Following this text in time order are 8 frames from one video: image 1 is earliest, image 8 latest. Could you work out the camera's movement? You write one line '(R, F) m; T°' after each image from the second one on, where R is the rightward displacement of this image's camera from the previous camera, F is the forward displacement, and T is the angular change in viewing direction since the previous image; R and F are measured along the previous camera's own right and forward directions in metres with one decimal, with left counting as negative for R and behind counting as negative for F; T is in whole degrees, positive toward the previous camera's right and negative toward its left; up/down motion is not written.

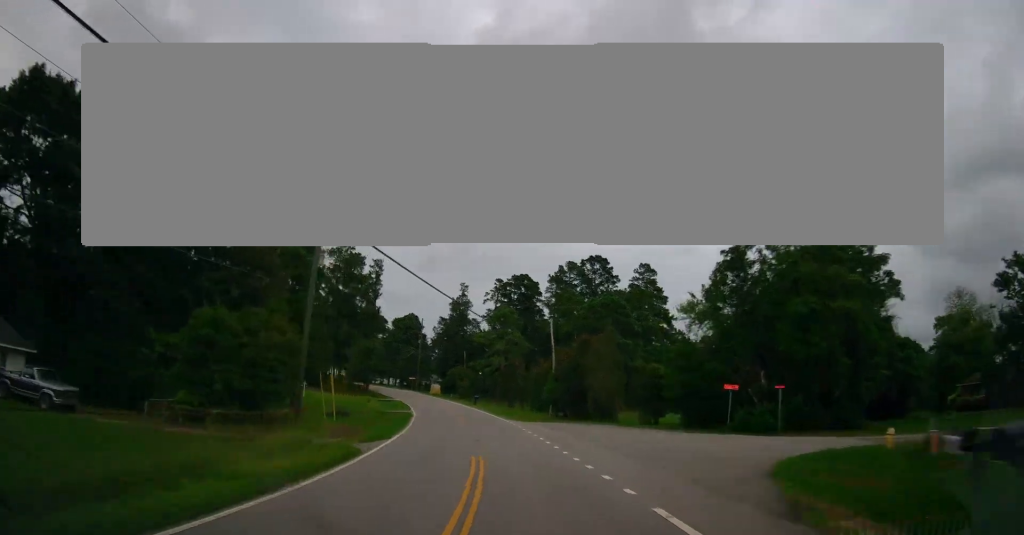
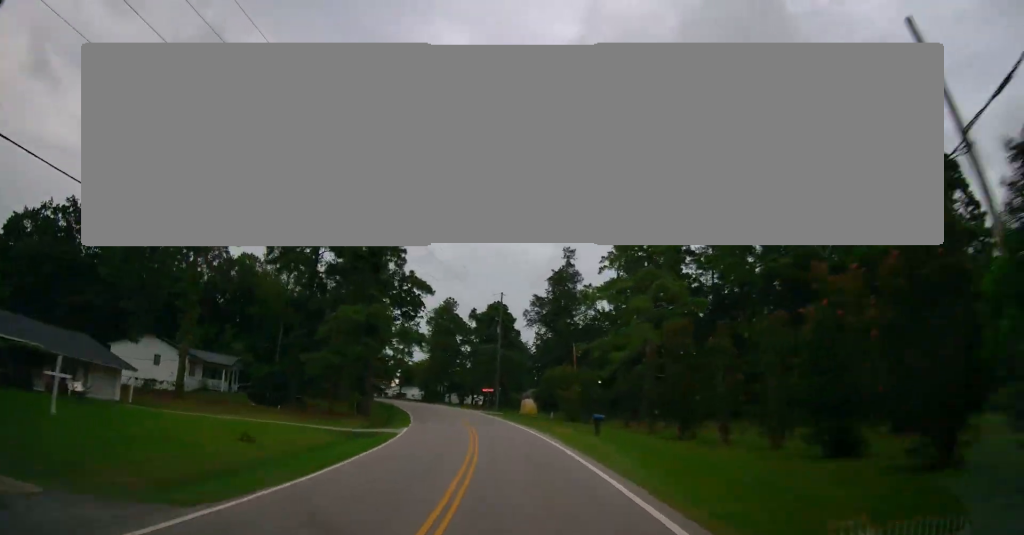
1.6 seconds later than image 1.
(-3.0, +44.2) m; -10°
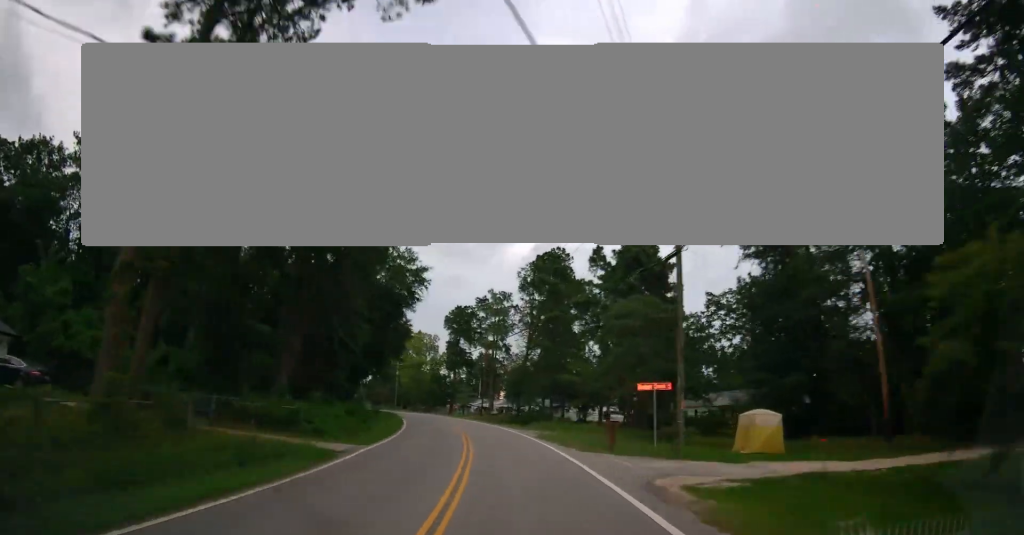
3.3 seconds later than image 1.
(-5.3, +46.6) m; -12°
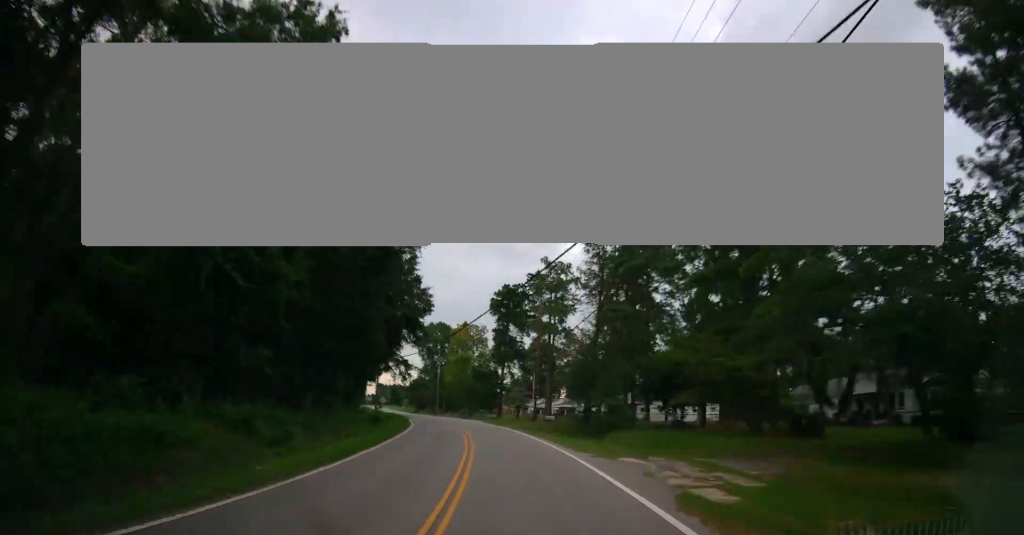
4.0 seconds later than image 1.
(-0.8, +20.8) m; -5°
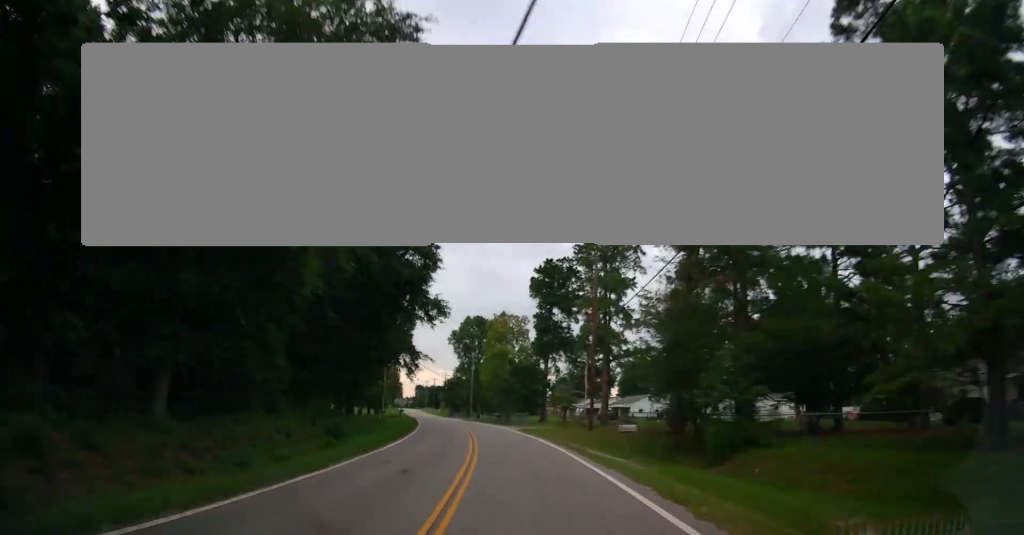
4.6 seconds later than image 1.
(-0.2, +16.0) m; -4°
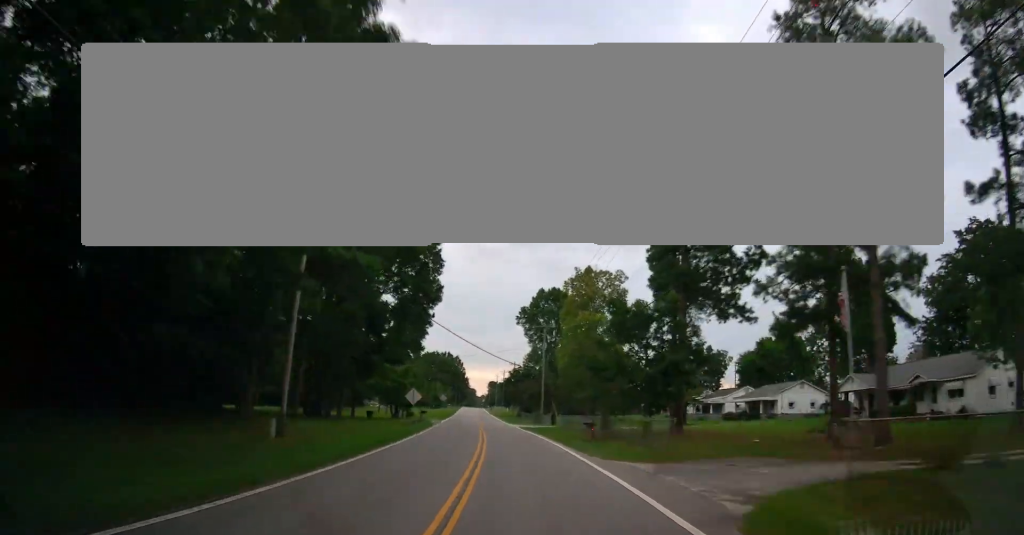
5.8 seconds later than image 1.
(-3.6, +34.7) m; -10°
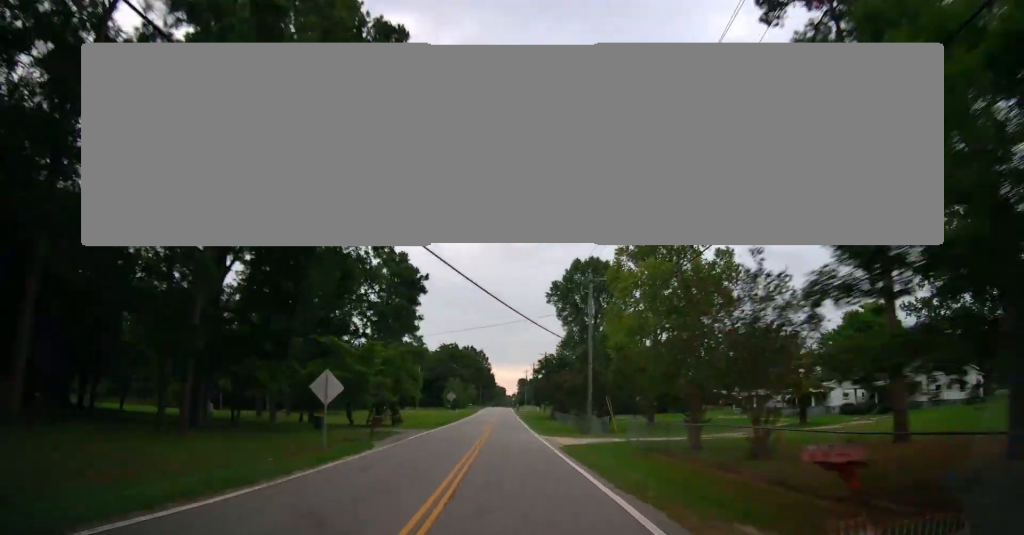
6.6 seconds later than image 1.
(-1.2, +23.5) m; -6°
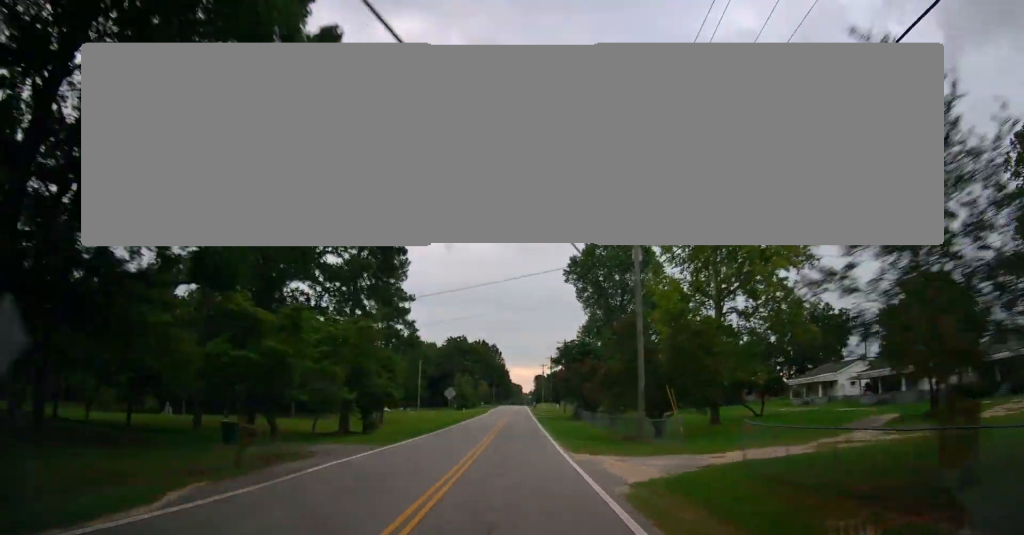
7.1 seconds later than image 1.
(-0.8, +14.2) m; -3°
